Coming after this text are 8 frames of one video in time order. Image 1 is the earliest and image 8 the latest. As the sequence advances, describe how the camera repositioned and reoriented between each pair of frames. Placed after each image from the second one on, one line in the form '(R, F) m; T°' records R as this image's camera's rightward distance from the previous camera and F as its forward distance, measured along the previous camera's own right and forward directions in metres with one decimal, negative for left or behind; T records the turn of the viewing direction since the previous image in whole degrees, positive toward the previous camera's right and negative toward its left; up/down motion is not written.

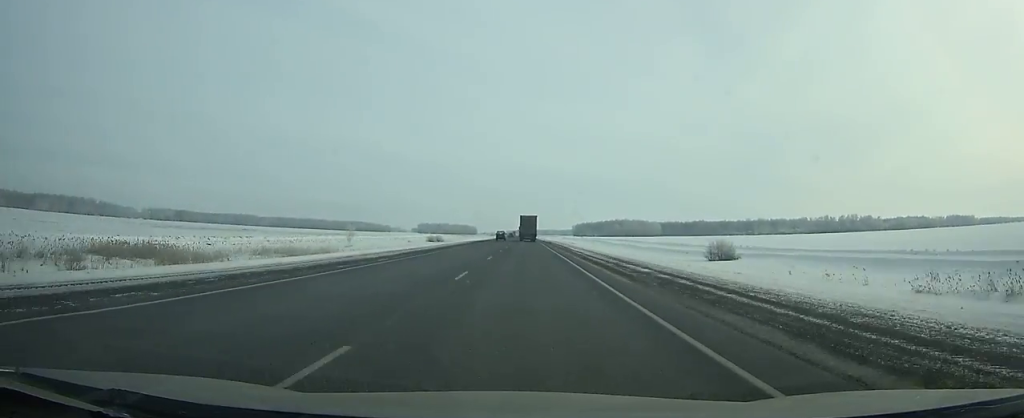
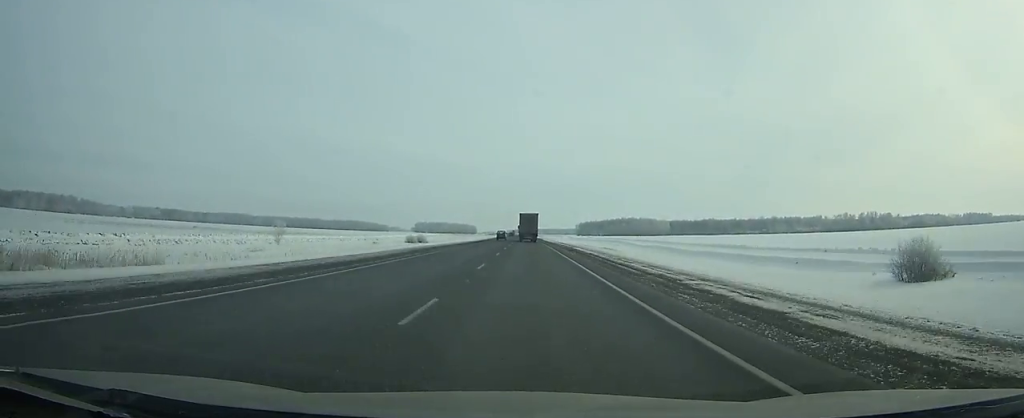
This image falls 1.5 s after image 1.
(-0.1, +42.8) m; 0°
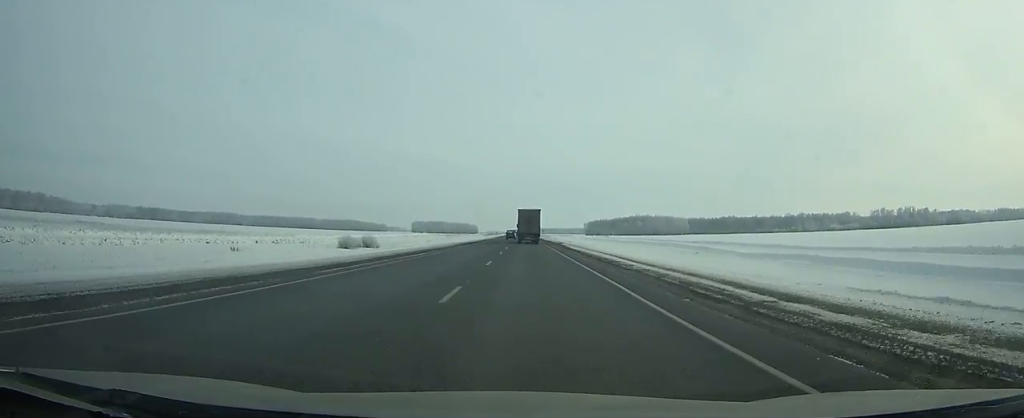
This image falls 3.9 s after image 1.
(-0.1, +66.9) m; 0°
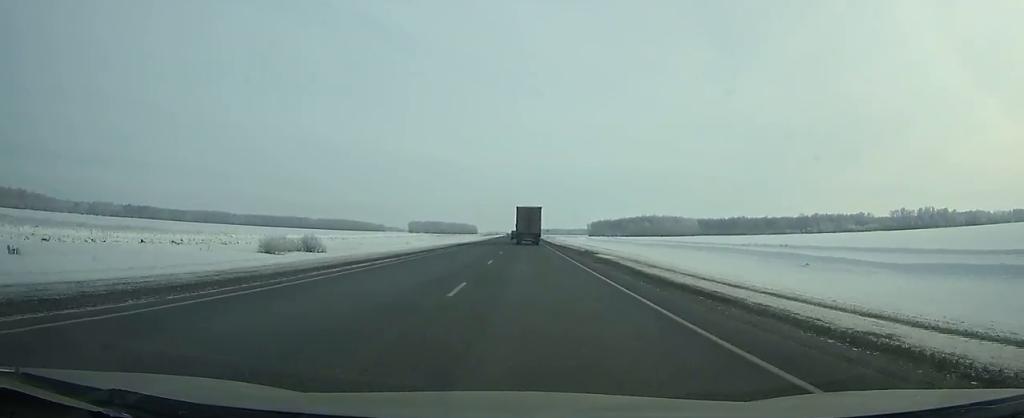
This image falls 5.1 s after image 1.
(-0.1, +32.8) m; 0°
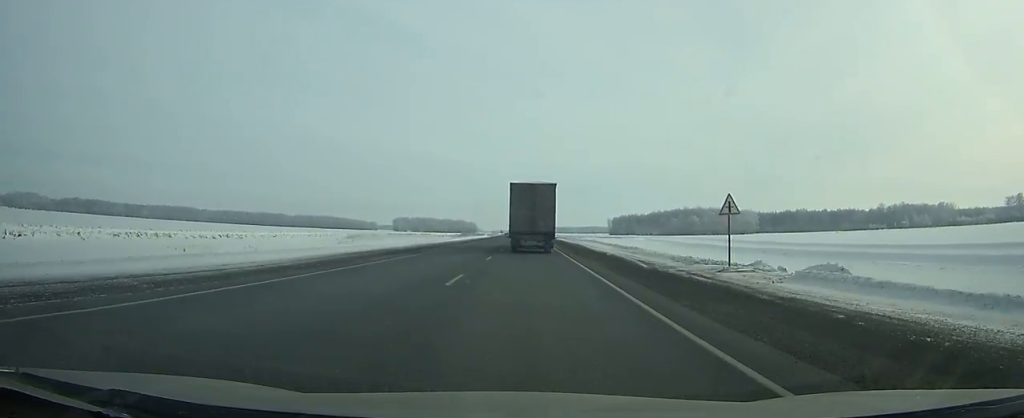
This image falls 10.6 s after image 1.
(-0.6, +147.1) m; 0°
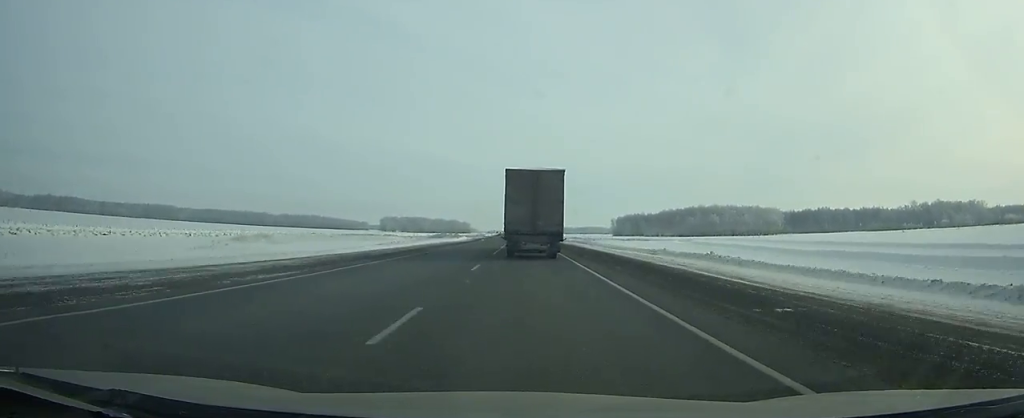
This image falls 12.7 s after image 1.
(-0.1, +53.6) m; 0°
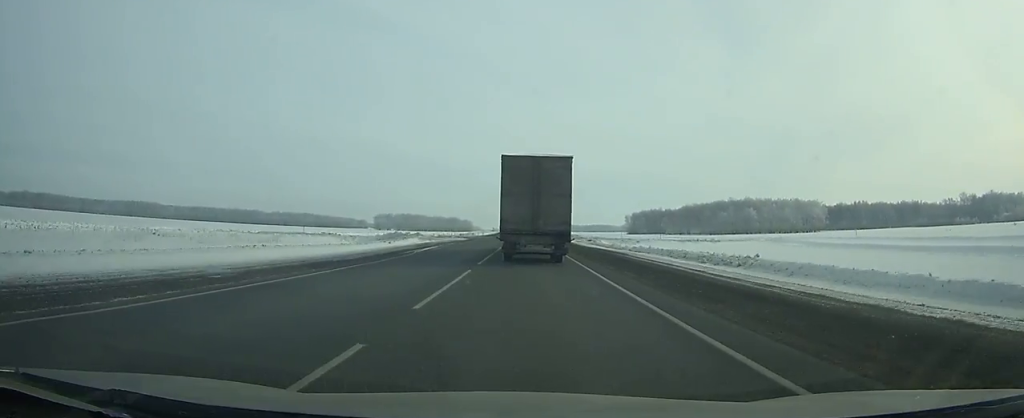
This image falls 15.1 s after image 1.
(0.0, +58.0) m; 0°
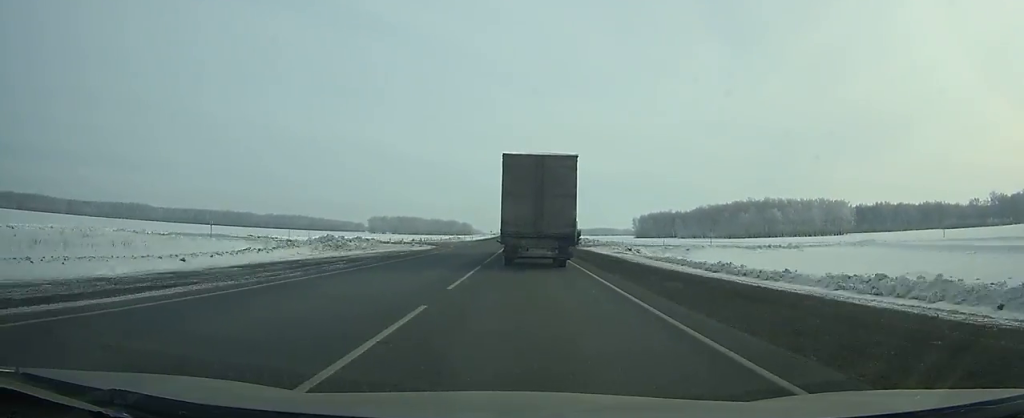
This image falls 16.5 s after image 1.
(-0.1, +32.4) m; 0°
